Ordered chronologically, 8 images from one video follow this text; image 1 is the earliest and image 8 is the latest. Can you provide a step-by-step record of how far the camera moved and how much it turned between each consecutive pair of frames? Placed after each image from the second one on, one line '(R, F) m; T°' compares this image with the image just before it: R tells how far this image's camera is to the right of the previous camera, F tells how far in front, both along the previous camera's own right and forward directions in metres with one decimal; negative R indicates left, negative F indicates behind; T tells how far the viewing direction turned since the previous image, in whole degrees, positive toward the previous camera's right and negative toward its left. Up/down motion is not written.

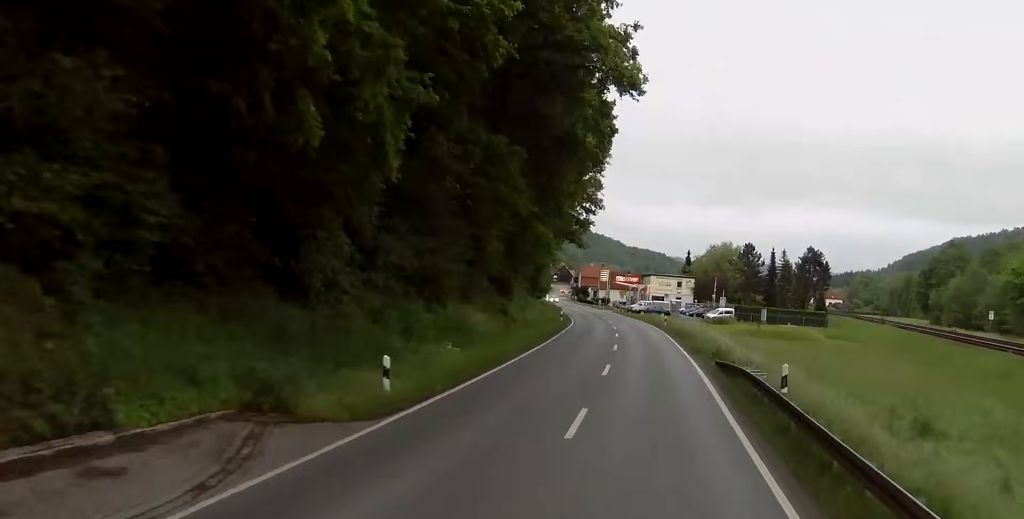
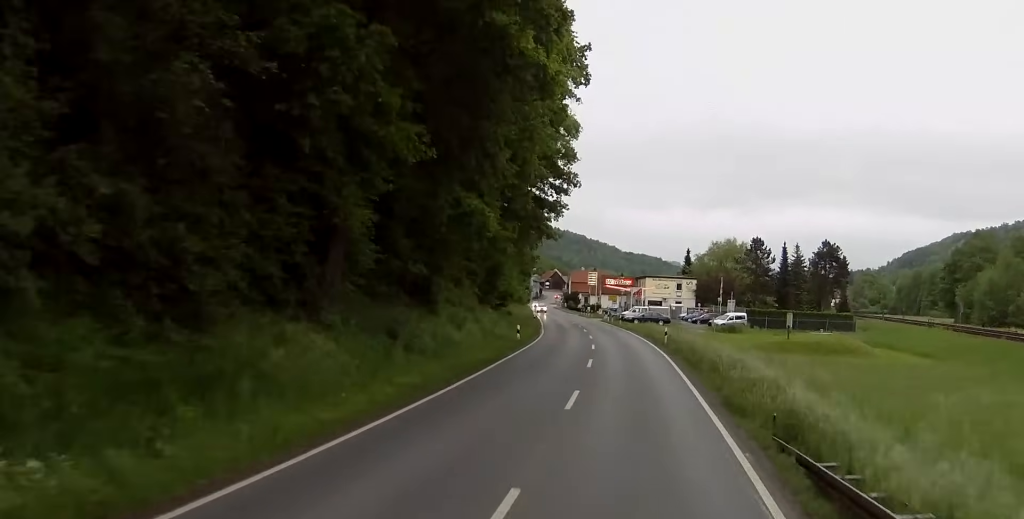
(-0.2, +19.8) m; -1°
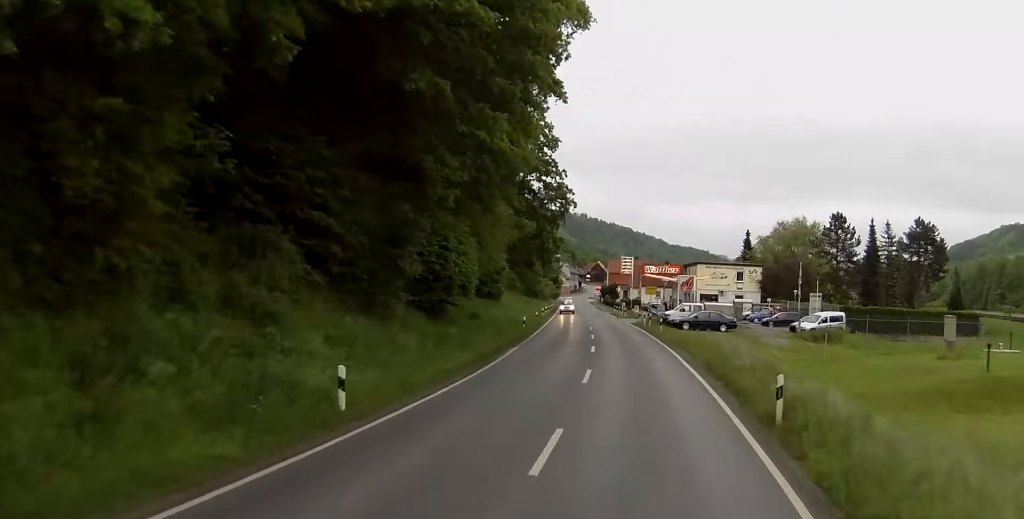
(0.0, +32.2) m; -2°
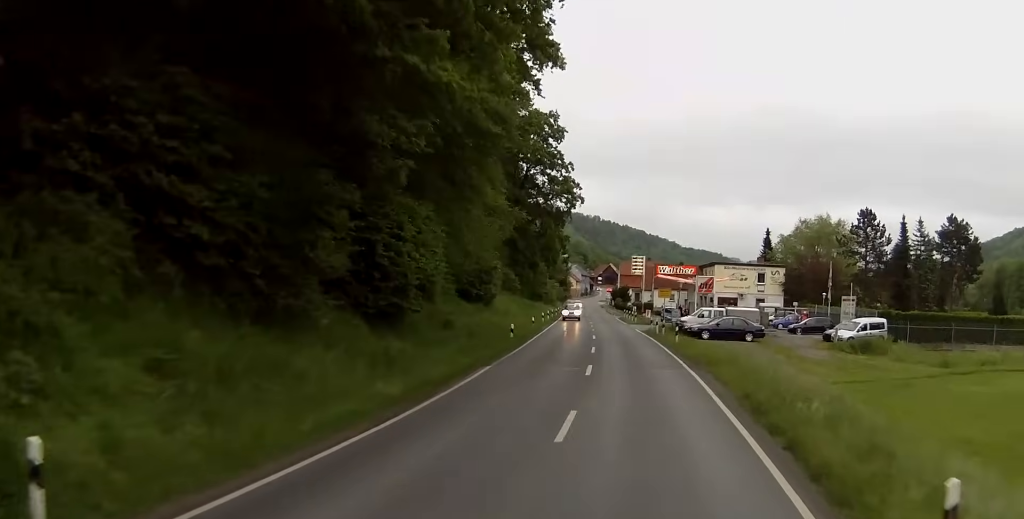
(-0.3, +9.3) m; -1°
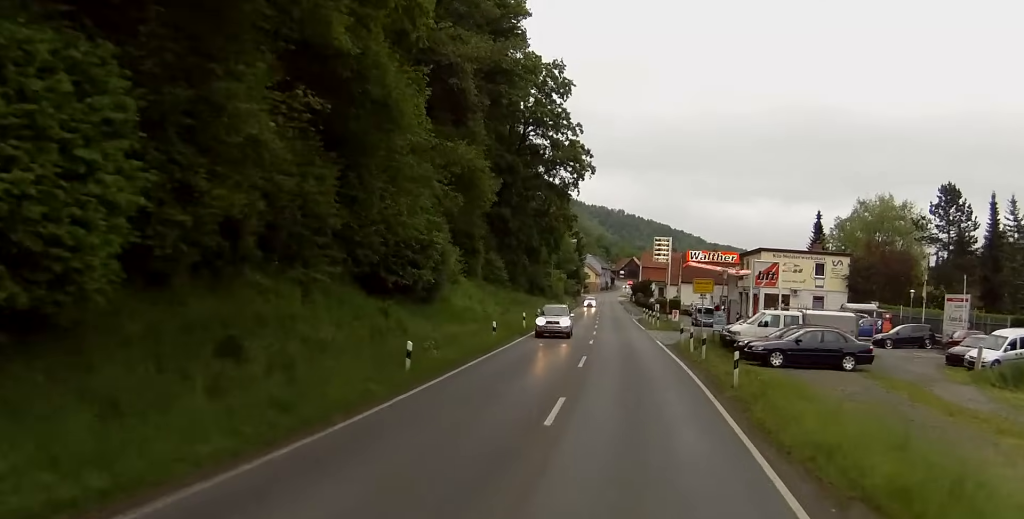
(-0.3, +23.3) m; -1°
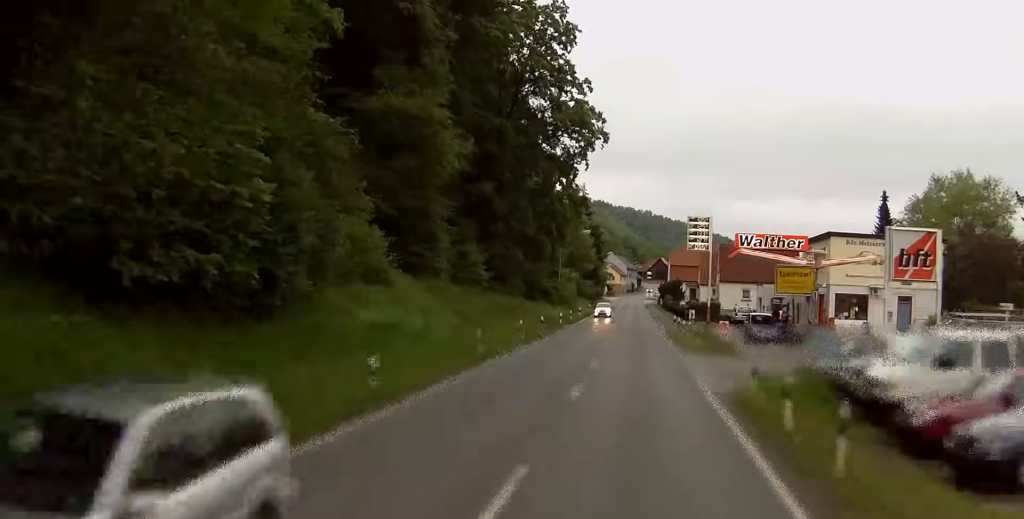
(0.0, +20.9) m; 0°
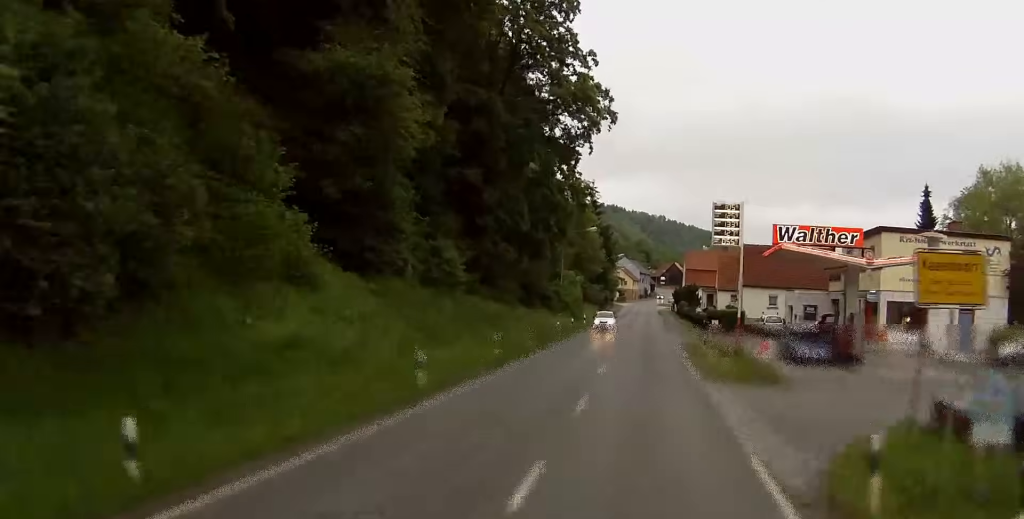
(0.0, +10.4) m; 0°
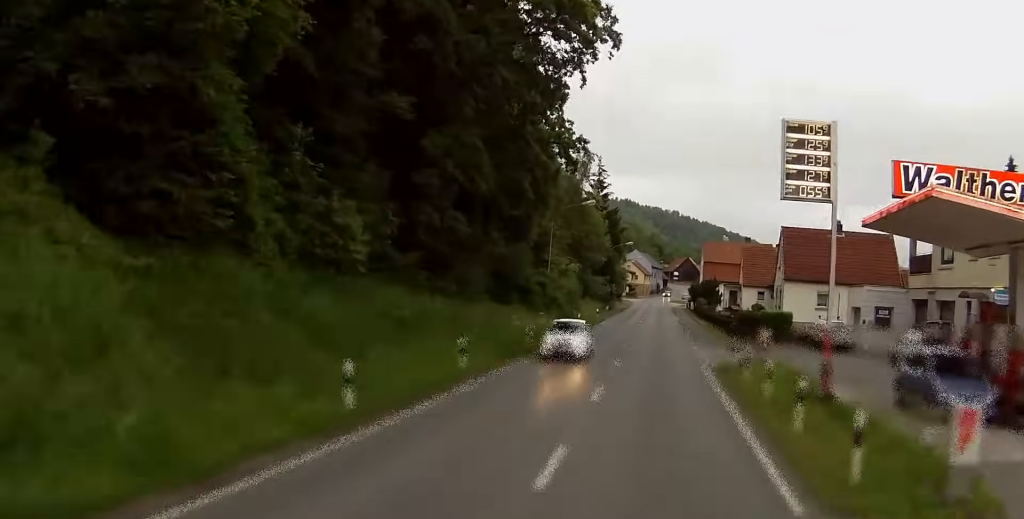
(0.0, +18.1) m; -3°
